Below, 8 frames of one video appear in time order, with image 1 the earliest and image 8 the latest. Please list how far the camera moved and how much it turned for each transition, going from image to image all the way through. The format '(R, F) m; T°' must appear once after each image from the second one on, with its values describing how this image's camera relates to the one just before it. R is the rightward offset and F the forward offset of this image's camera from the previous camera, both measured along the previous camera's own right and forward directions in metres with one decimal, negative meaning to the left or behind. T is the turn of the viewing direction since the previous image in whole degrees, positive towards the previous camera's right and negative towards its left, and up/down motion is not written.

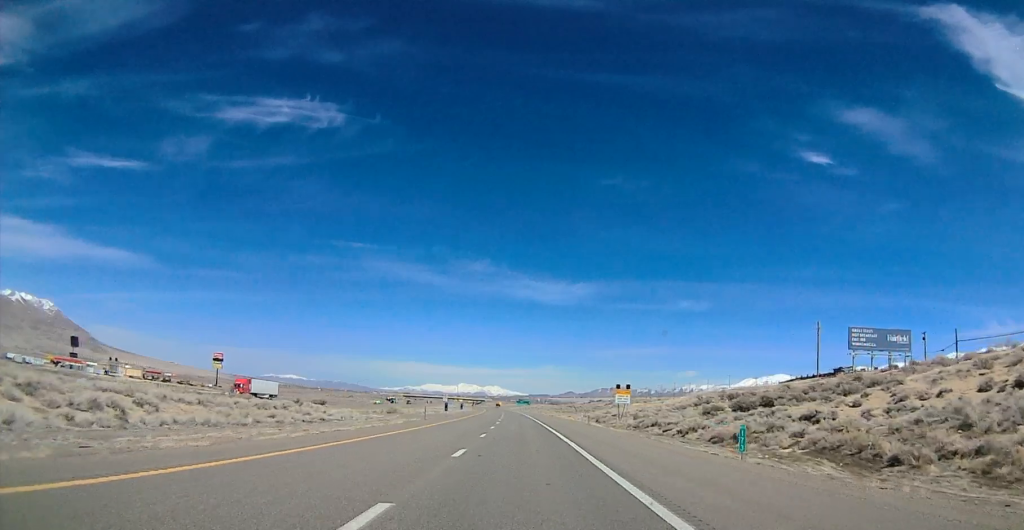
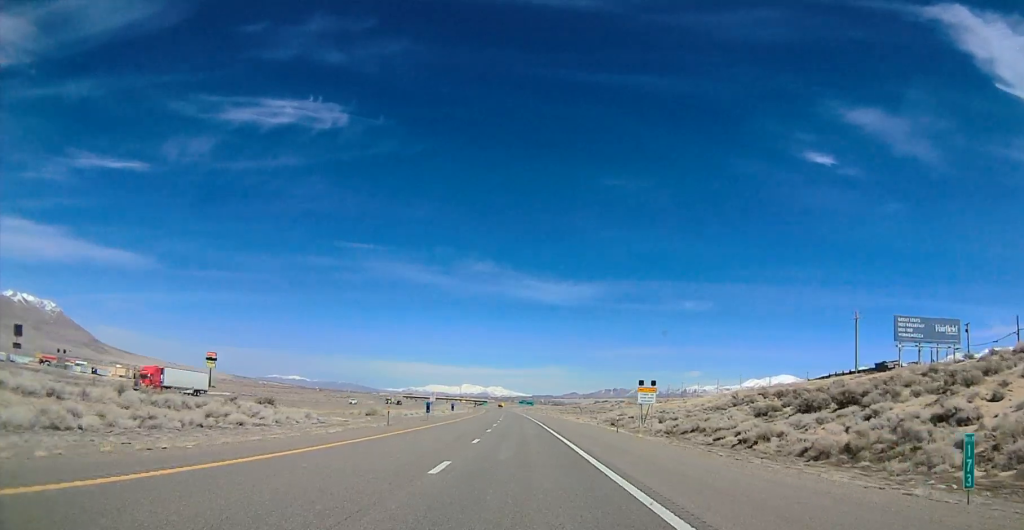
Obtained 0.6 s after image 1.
(-0.7, +16.6) m; -2°
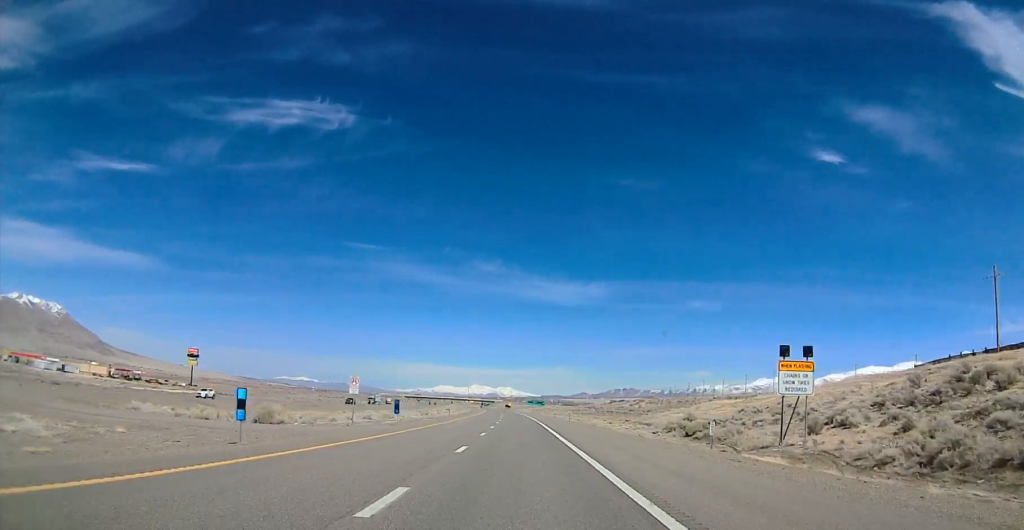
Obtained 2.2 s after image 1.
(-0.4, +42.1) m; 0°
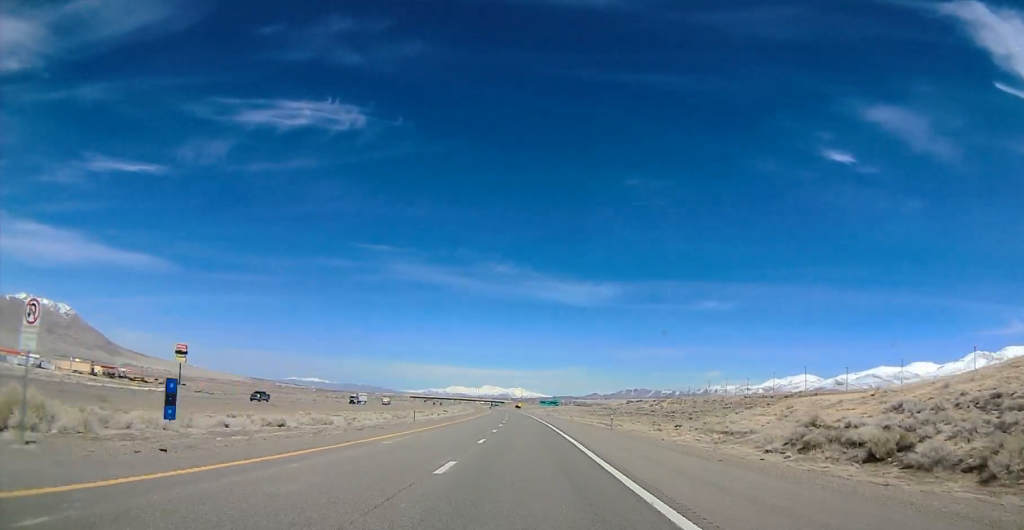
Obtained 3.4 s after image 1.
(0.0, +30.7) m; 0°
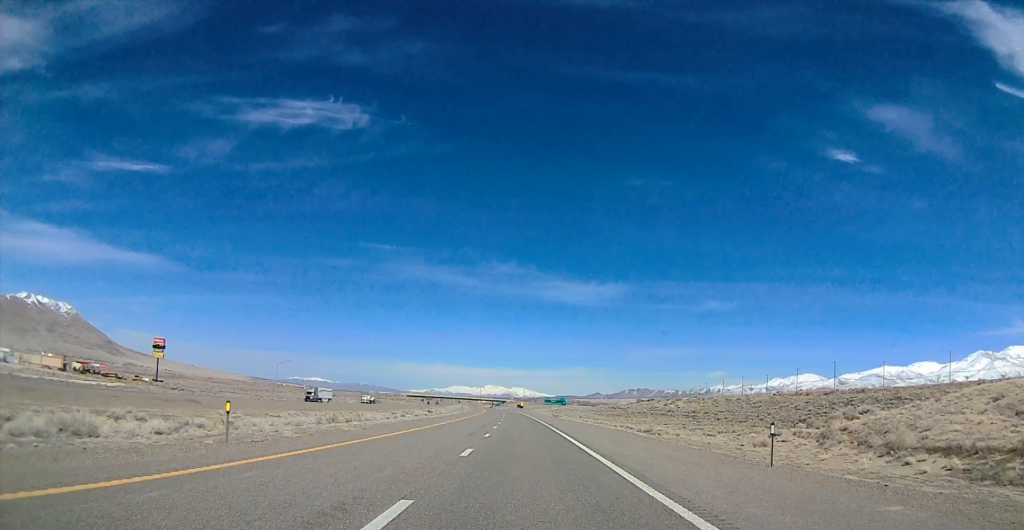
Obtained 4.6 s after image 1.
(0.0, +31.4) m; -1°
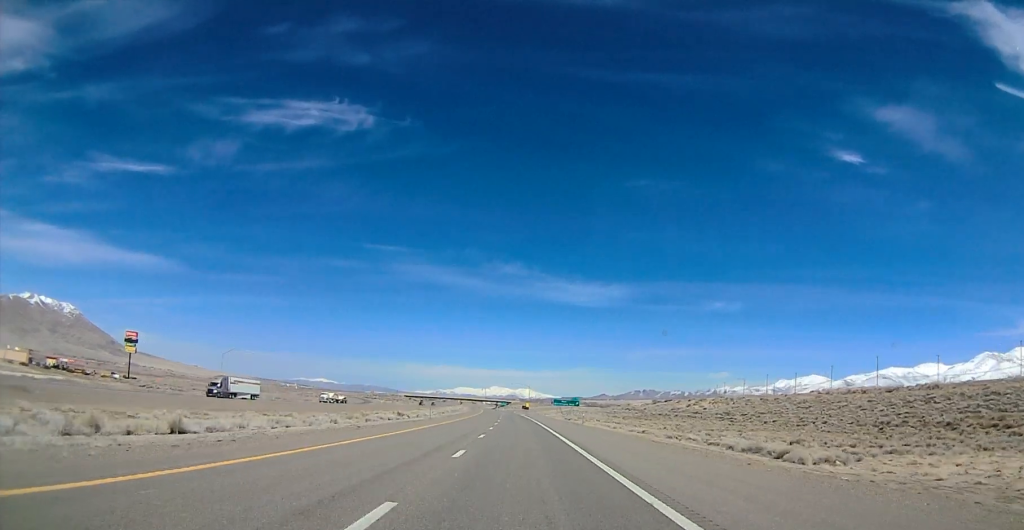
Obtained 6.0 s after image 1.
(-0.5, +36.4) m; 0°
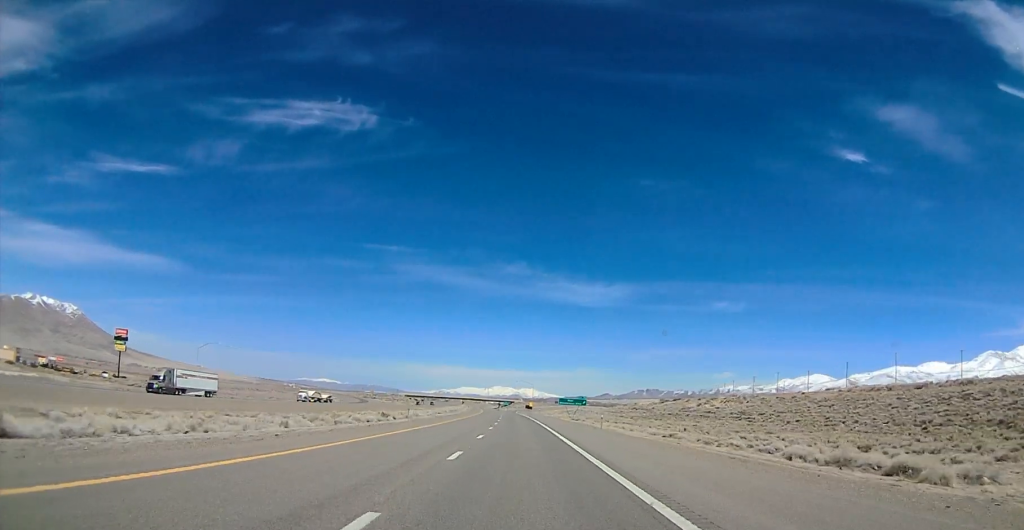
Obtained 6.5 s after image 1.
(+0.2, +13.1) m; +1°
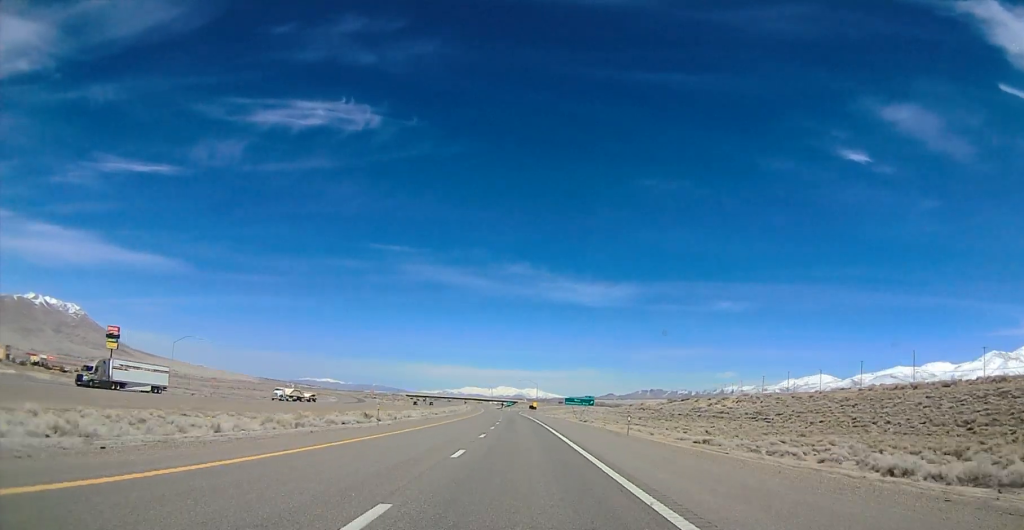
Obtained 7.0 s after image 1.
(+0.1, +11.4) m; 0°
